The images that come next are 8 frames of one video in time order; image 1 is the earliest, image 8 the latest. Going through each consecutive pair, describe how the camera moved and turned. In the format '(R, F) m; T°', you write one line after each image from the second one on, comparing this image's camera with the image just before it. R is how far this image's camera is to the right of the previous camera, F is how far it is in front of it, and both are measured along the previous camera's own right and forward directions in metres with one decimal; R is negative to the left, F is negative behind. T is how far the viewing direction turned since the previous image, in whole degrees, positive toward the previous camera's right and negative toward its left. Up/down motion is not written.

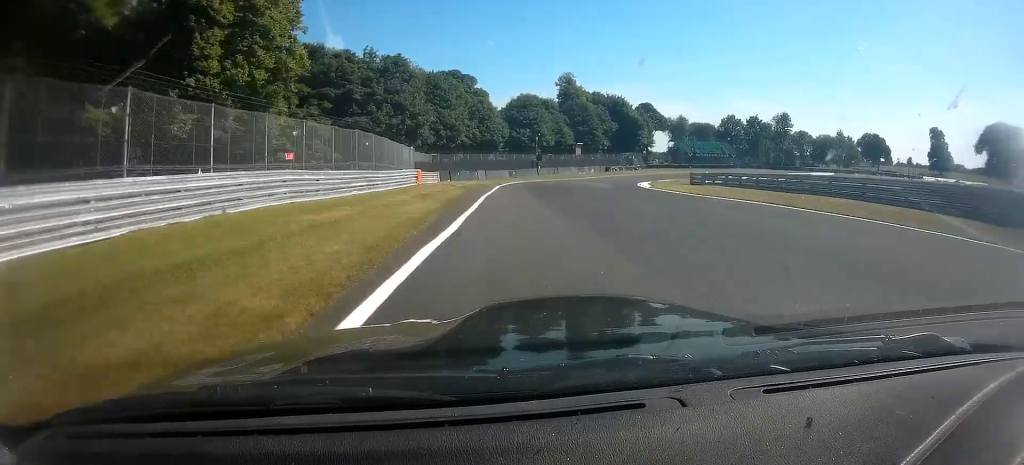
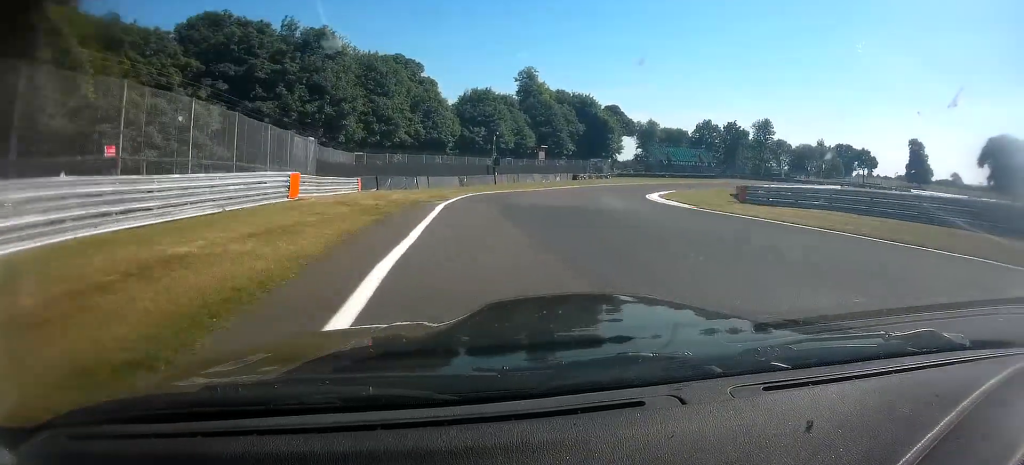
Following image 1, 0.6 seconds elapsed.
(0.0, +31.7) m; +1°
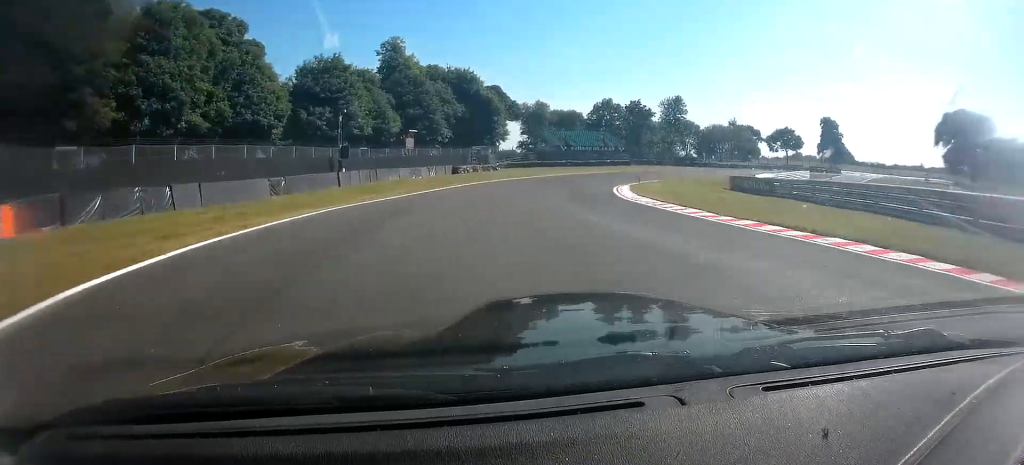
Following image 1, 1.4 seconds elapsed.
(+2.3, +43.6) m; +1°
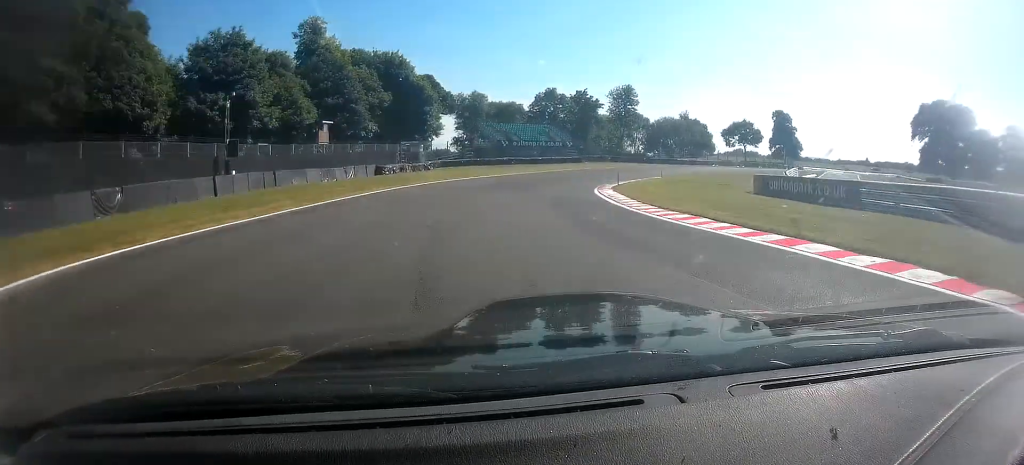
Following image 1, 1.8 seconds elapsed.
(-0.7, +18.7) m; 0°
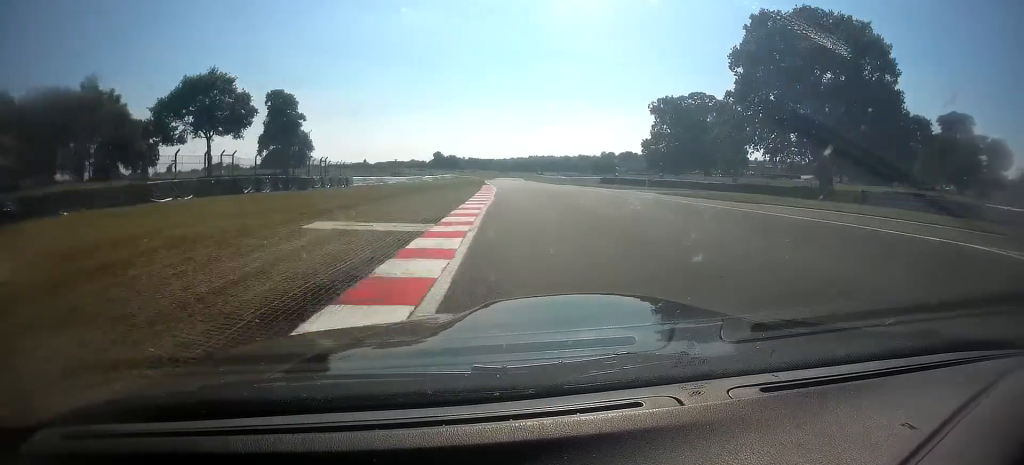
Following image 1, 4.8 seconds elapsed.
(-3.4, +122.2) m; -2°
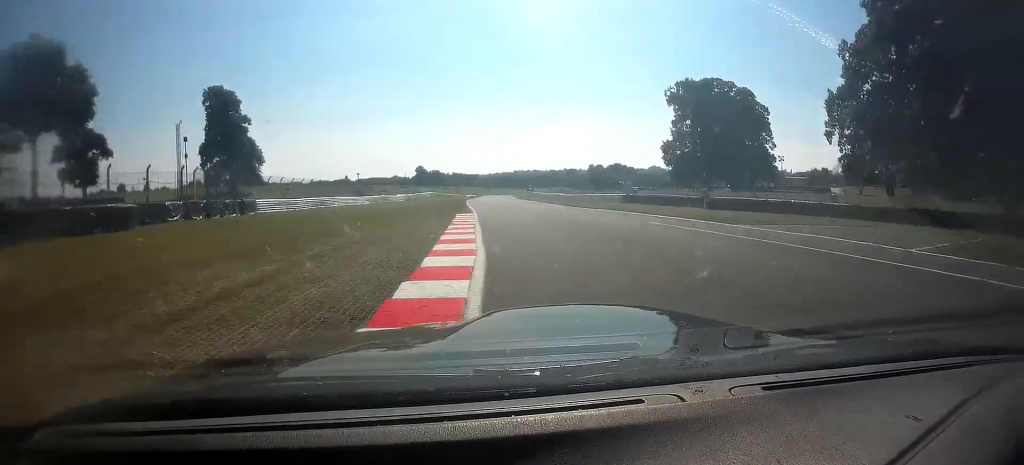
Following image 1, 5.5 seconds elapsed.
(+0.2, +25.3) m; +1°
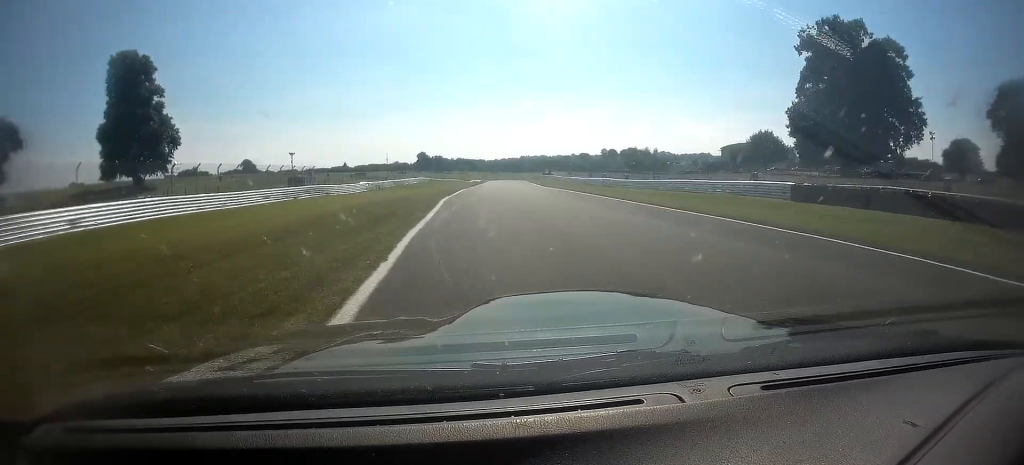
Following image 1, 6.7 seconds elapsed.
(+0.5, +36.2) m; 0°
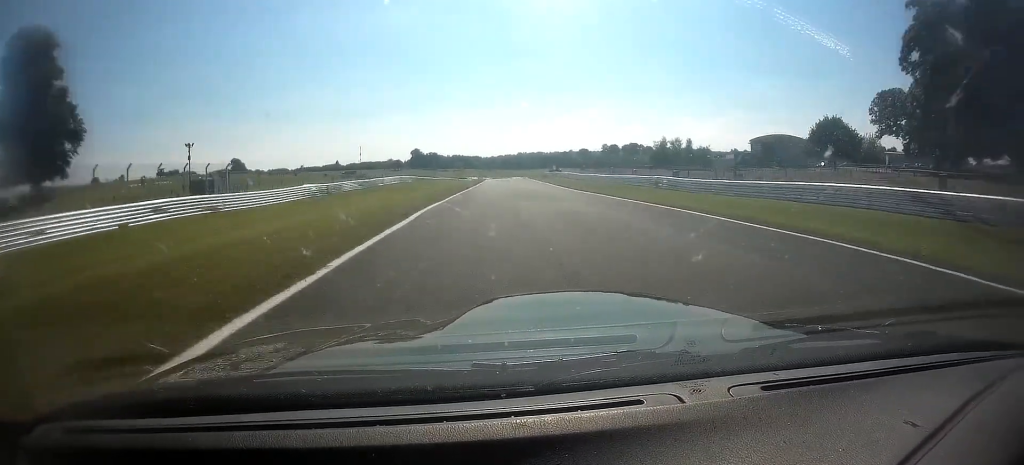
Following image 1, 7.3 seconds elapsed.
(-0.4, +20.4) m; 0°
